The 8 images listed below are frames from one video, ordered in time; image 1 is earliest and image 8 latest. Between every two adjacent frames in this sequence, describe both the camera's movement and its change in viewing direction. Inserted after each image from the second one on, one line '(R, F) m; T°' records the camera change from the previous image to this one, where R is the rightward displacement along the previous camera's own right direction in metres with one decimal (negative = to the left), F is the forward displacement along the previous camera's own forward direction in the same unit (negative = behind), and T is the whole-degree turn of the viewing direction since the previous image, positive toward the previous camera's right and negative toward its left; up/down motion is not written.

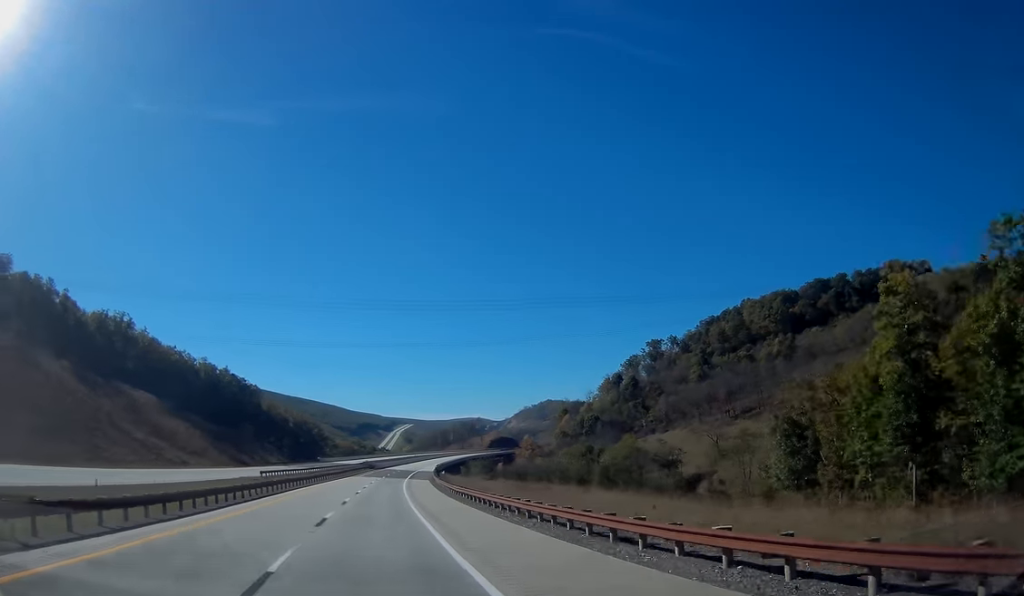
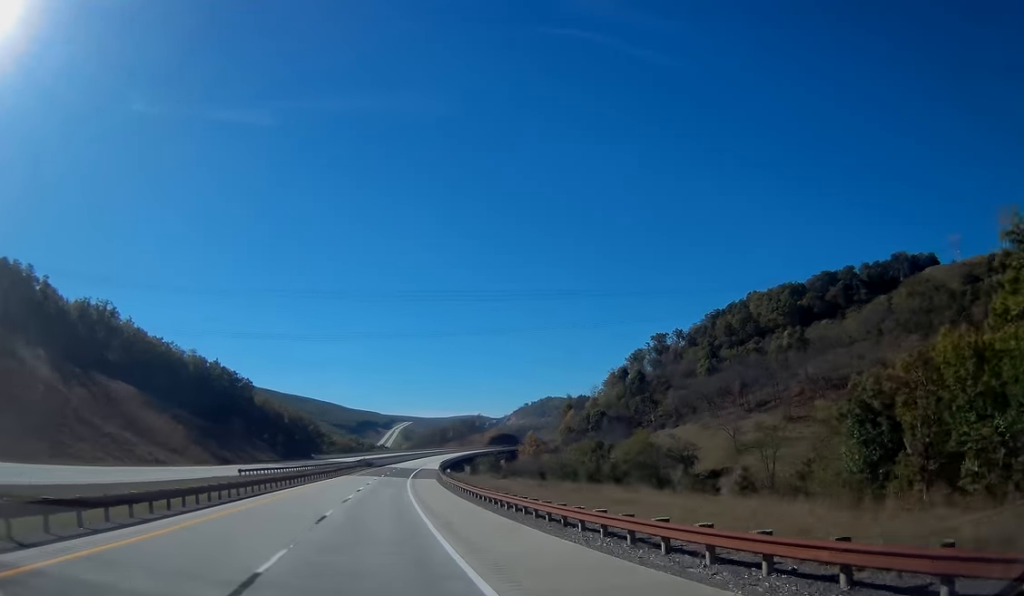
(-0.2, +12.9) m; 0°
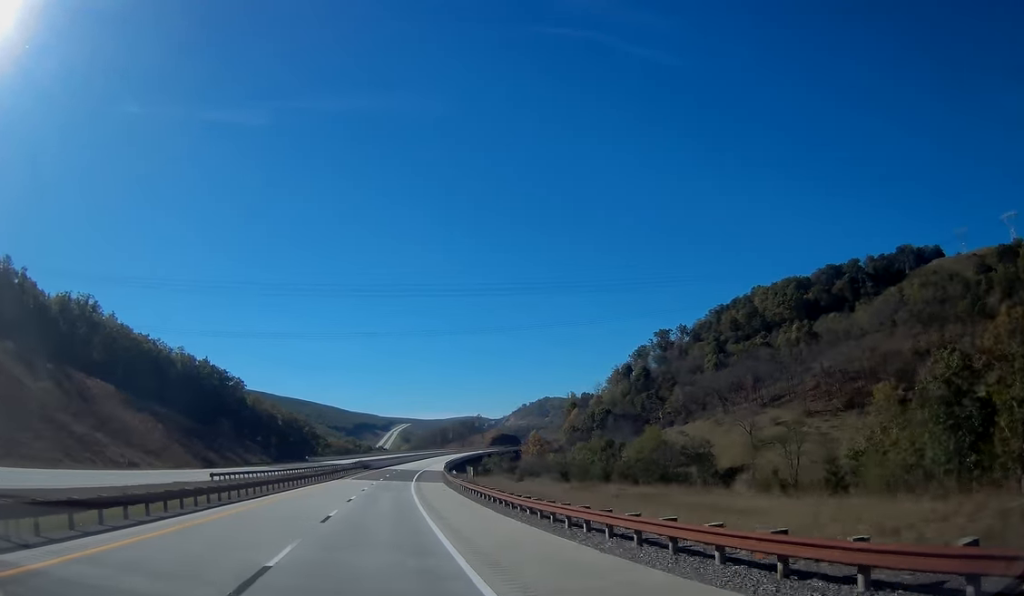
(+0.1, +11.9) m; 0°
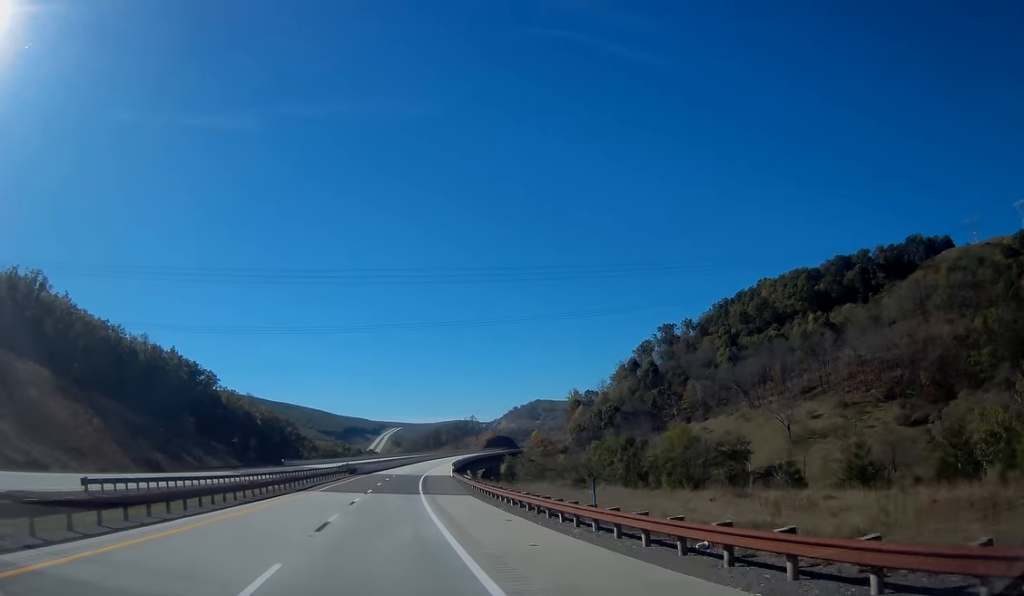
(+0.4, +26.9) m; +1°
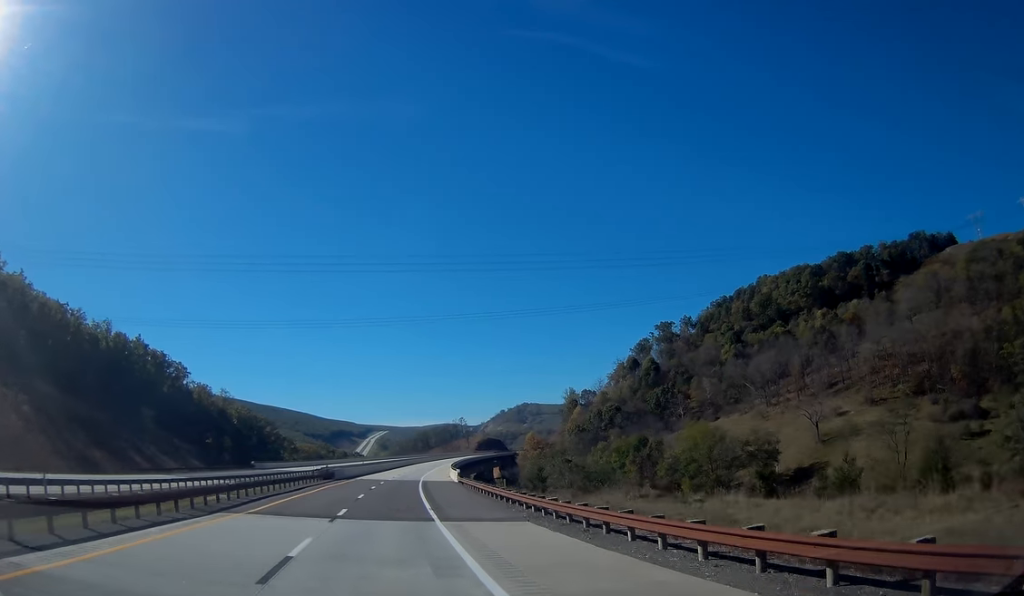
(-0.1, +20.0) m; 0°
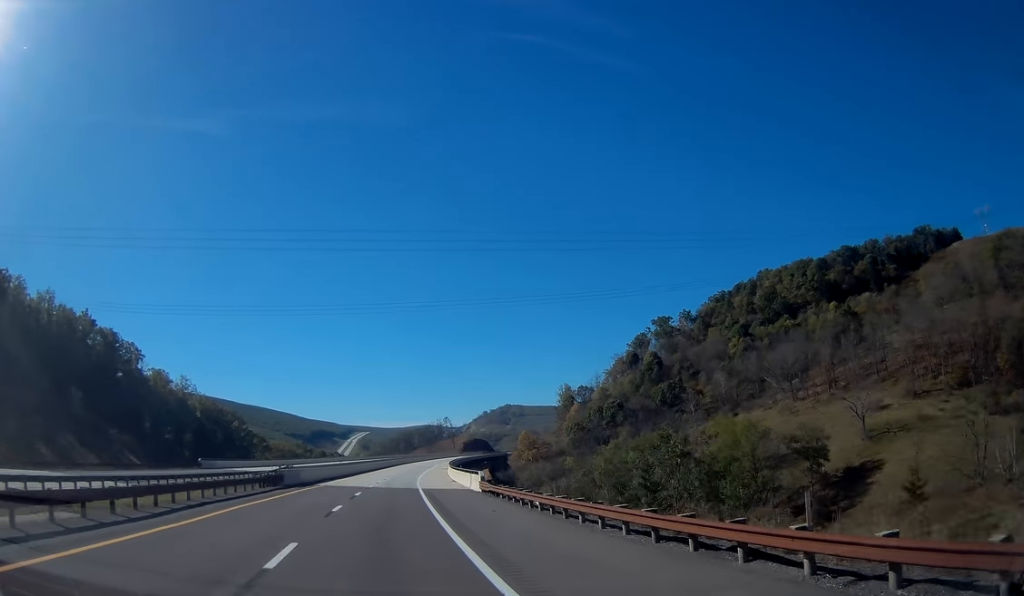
(+0.2, +26.3) m; +1°
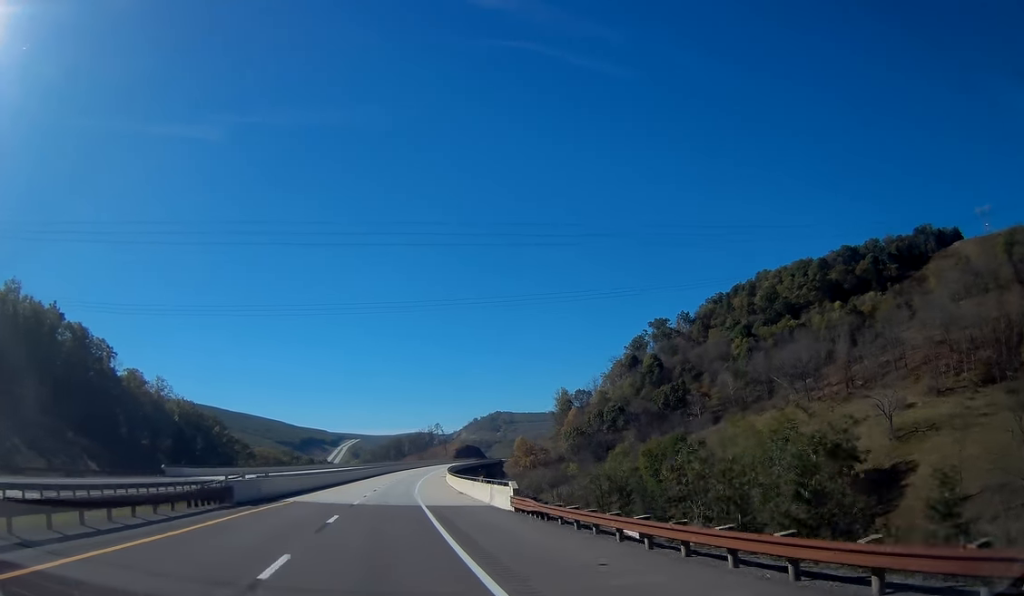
(+0.1, +13.1) m; +1°
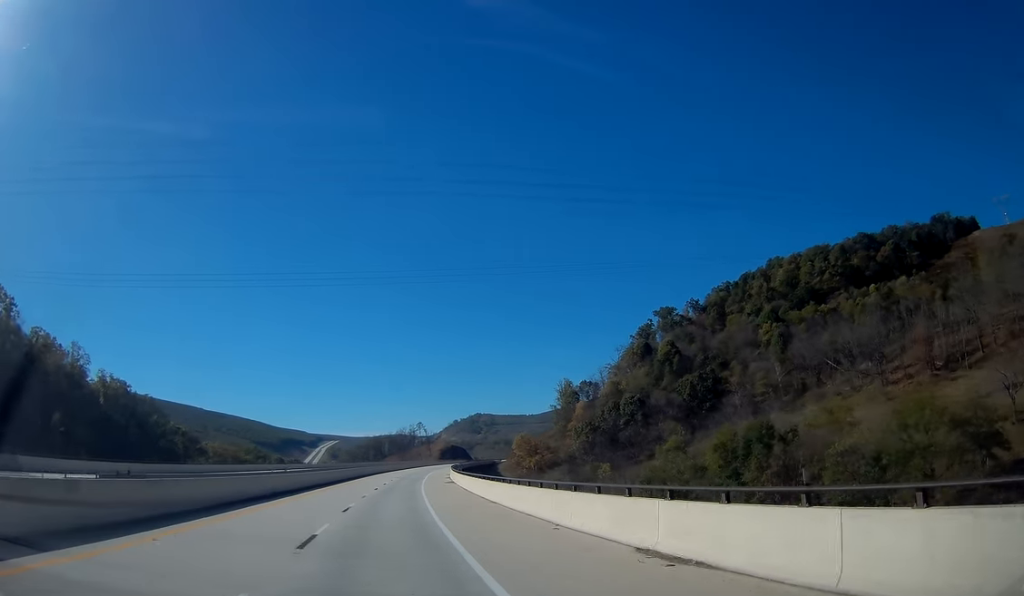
(+0.9, +41.6) m; +3°
